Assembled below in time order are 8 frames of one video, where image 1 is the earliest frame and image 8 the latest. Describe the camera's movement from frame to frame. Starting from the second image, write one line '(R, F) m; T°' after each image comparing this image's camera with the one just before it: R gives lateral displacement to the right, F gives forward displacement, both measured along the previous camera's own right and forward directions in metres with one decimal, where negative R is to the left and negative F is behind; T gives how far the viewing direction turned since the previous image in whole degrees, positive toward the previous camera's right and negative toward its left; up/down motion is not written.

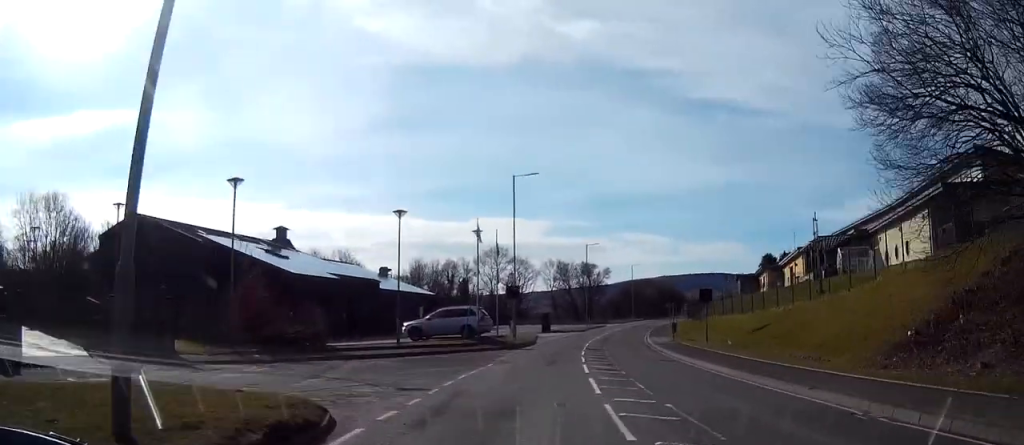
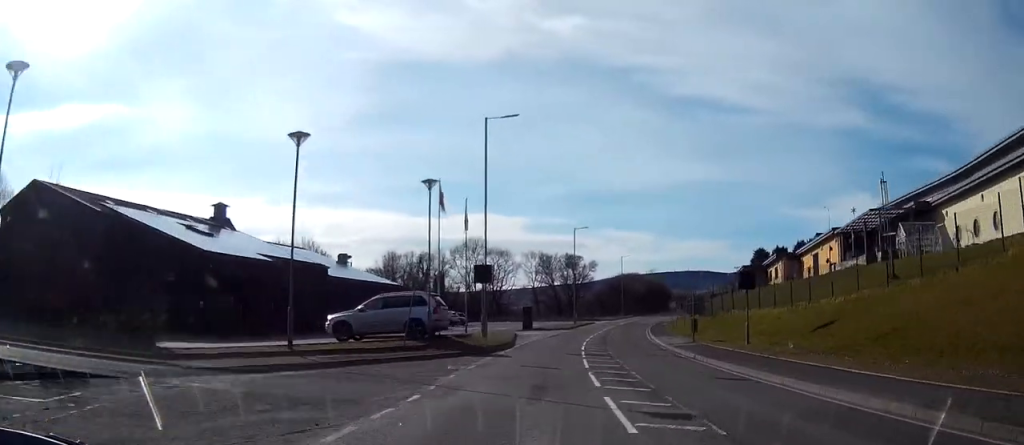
(+0.2, +12.5) m; +1°
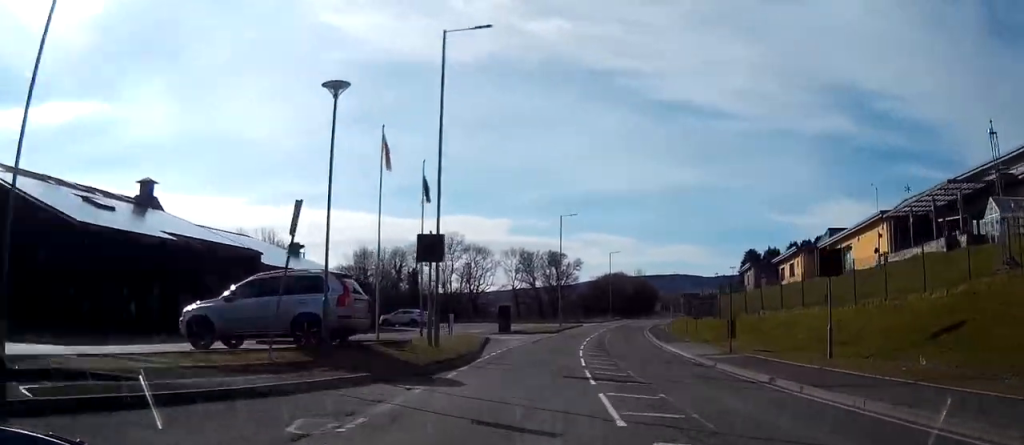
(+0.1, +11.8) m; +1°
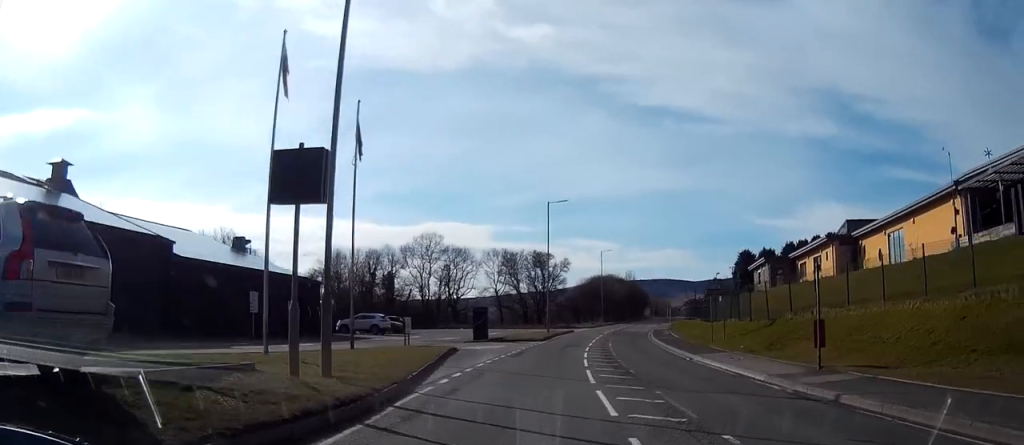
(+0.2, +11.3) m; +1°
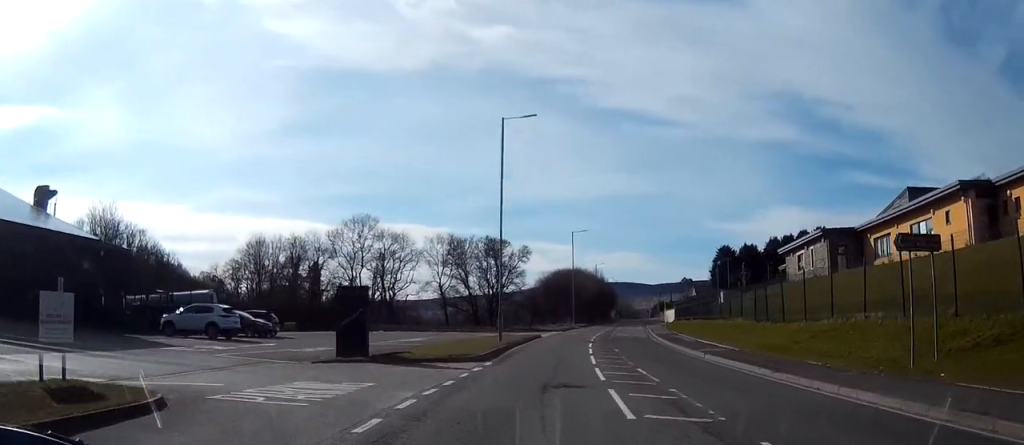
(+0.6, +25.2) m; +3°
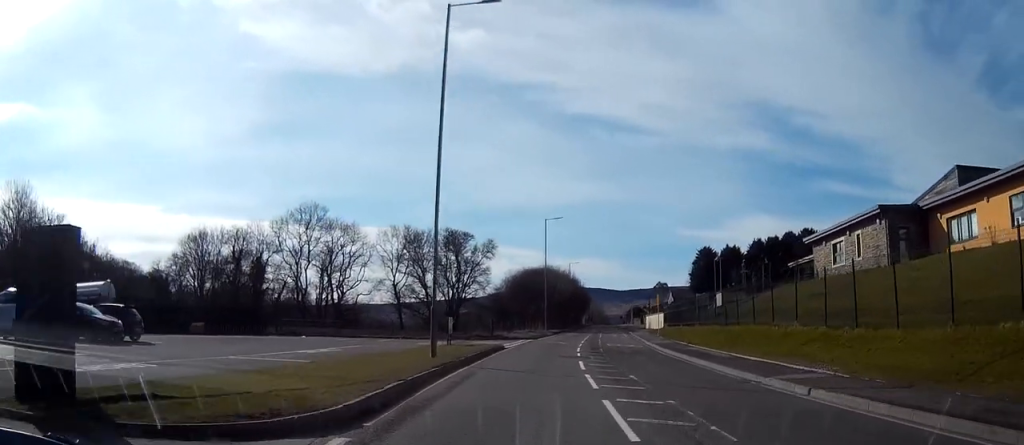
(+0.3, +13.6) m; +3°
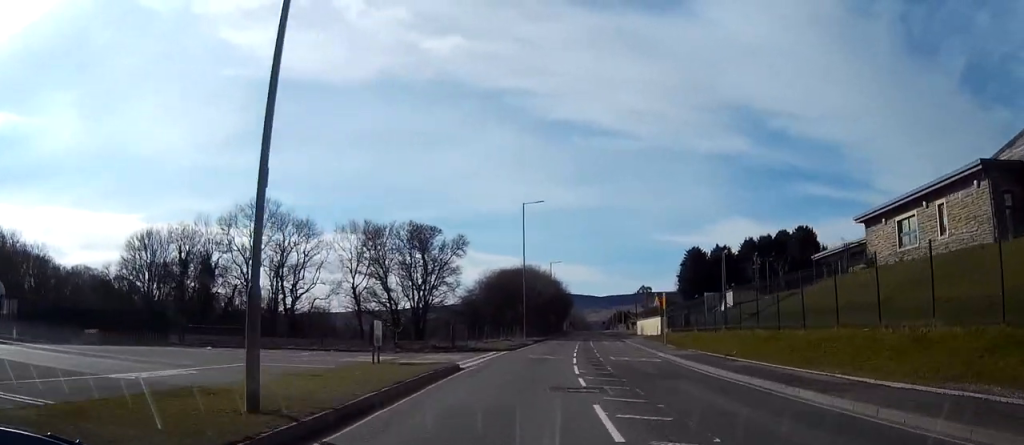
(+0.3, +12.4) m; +2°
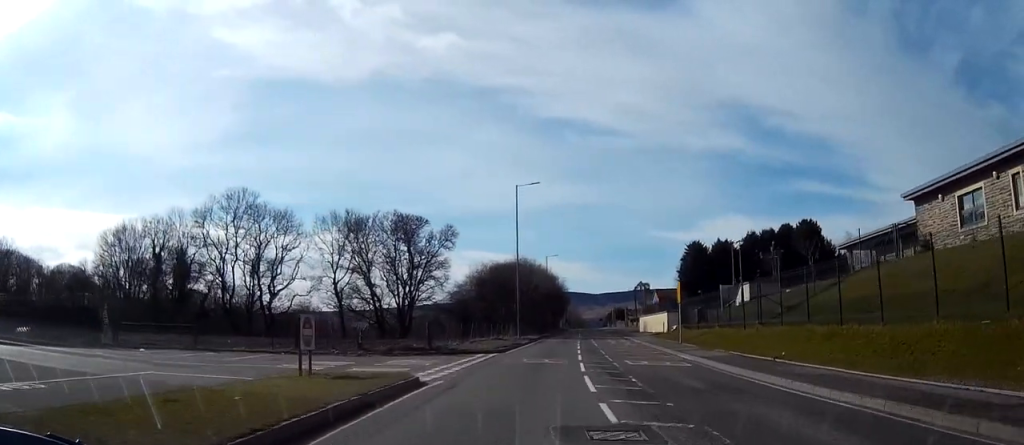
(+0.1, +6.8) m; +1°
